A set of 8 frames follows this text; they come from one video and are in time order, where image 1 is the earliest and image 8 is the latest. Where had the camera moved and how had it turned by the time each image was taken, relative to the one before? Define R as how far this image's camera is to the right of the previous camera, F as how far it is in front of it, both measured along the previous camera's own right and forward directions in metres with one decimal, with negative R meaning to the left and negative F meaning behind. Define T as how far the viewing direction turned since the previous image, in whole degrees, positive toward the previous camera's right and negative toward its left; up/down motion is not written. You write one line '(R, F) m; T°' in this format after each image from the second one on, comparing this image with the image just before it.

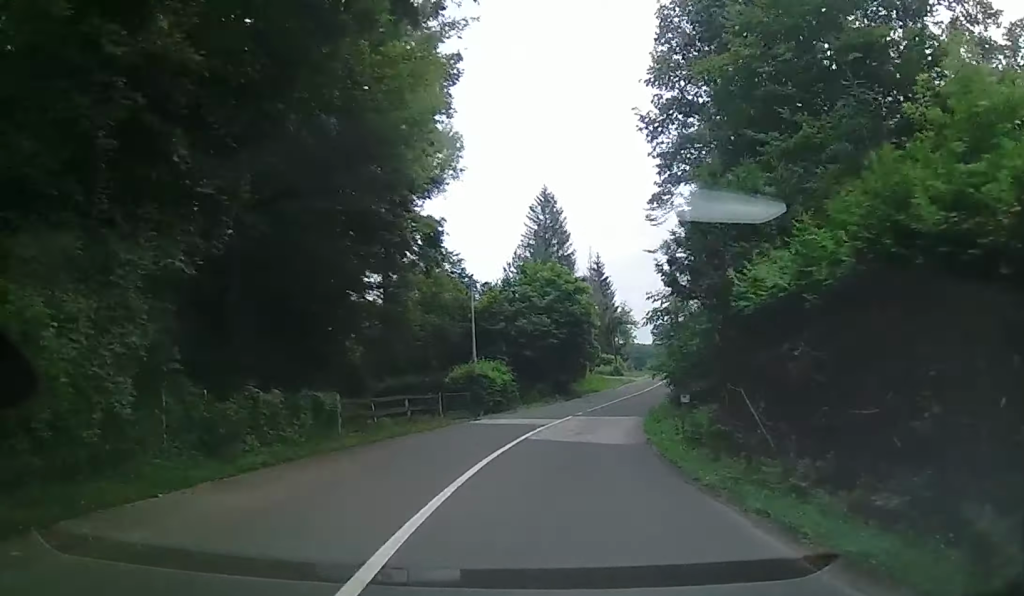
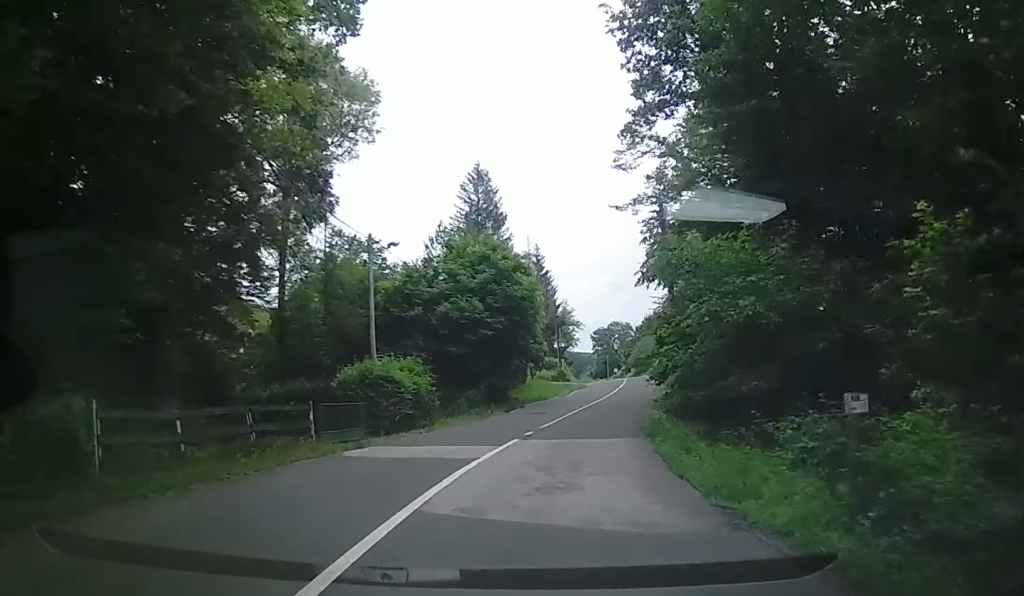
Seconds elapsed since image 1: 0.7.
(0.0, +11.1) m; +3°
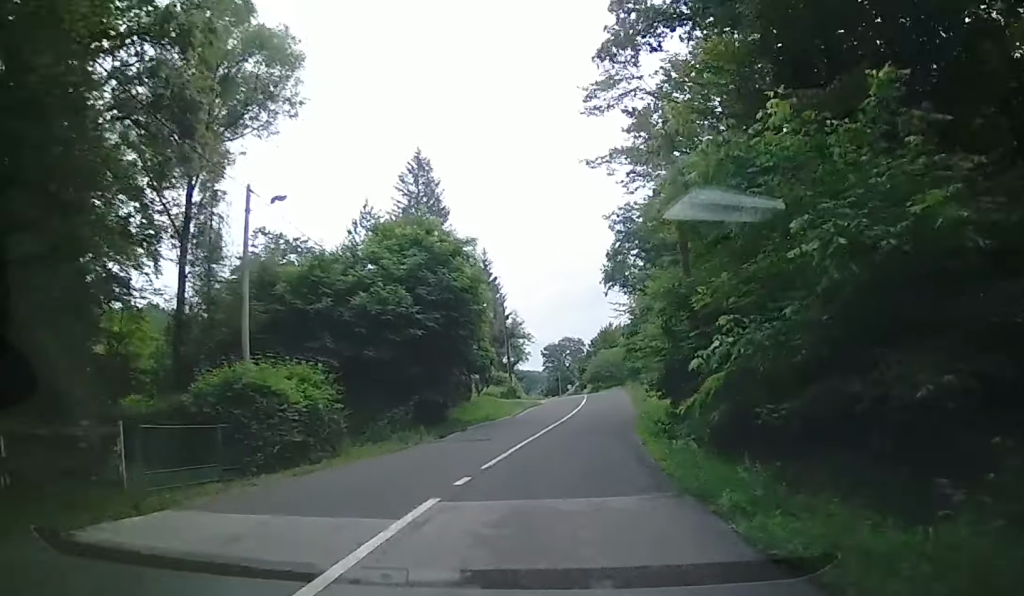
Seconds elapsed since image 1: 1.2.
(+0.3, +7.8) m; +3°
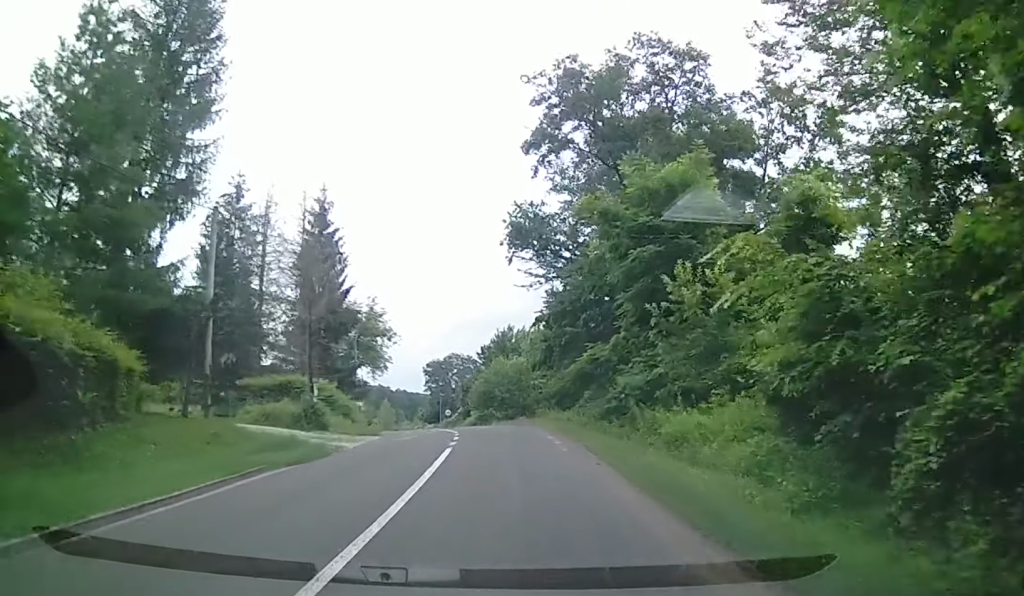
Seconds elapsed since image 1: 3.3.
(+3.1, +30.8) m; +8°
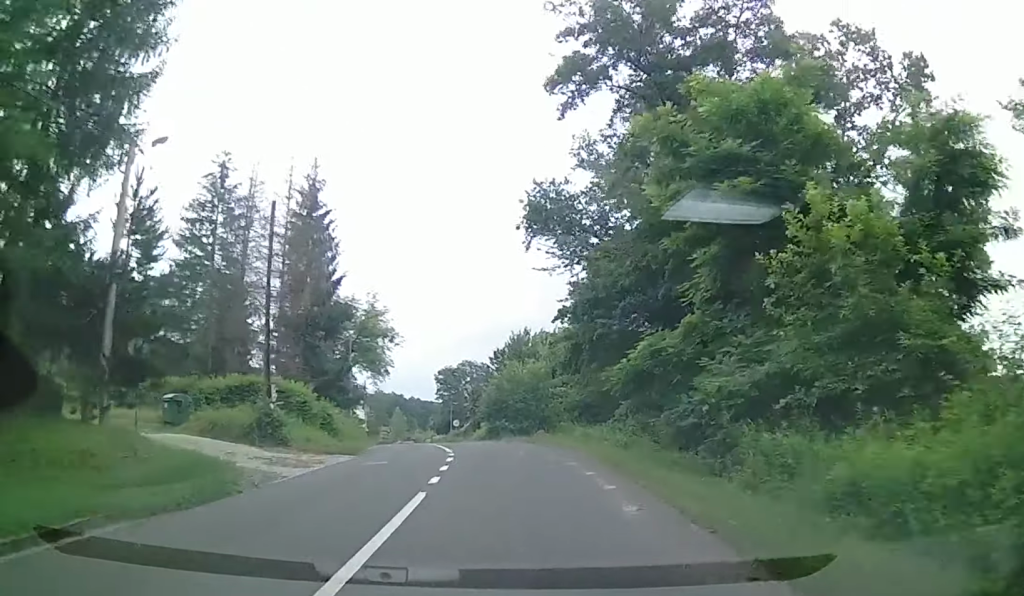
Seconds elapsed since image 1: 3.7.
(+0.4, +6.9) m; -1°
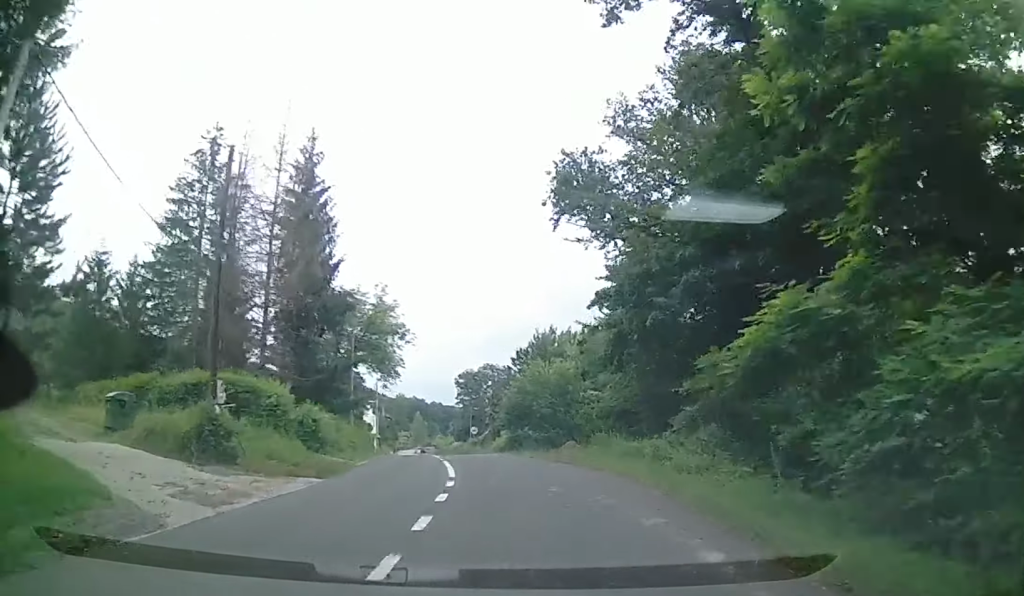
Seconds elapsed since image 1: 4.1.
(-0.1, +6.1) m; -2°
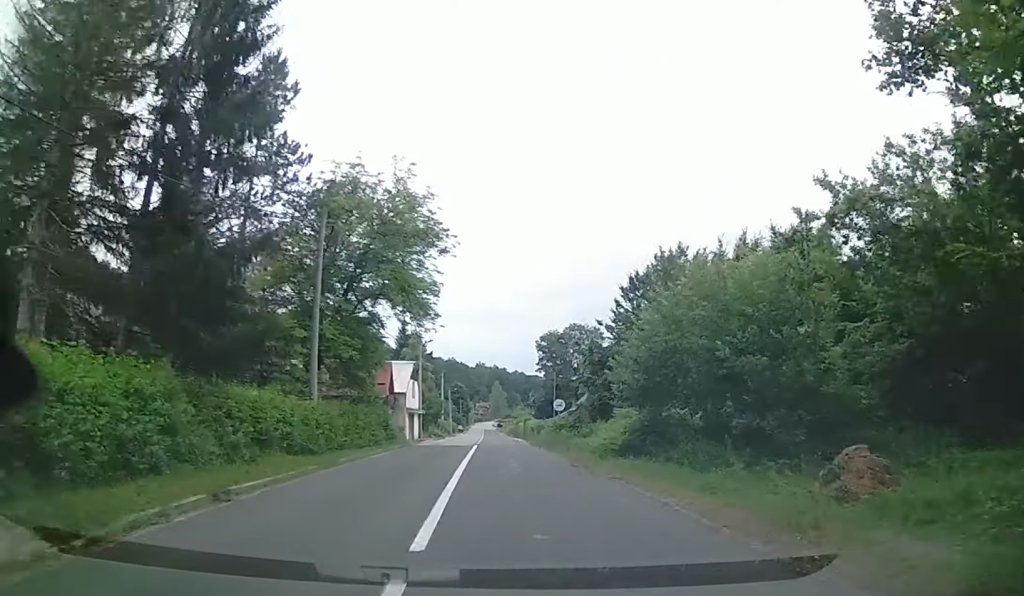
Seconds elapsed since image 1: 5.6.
(-1.7, +23.2) m; -5°
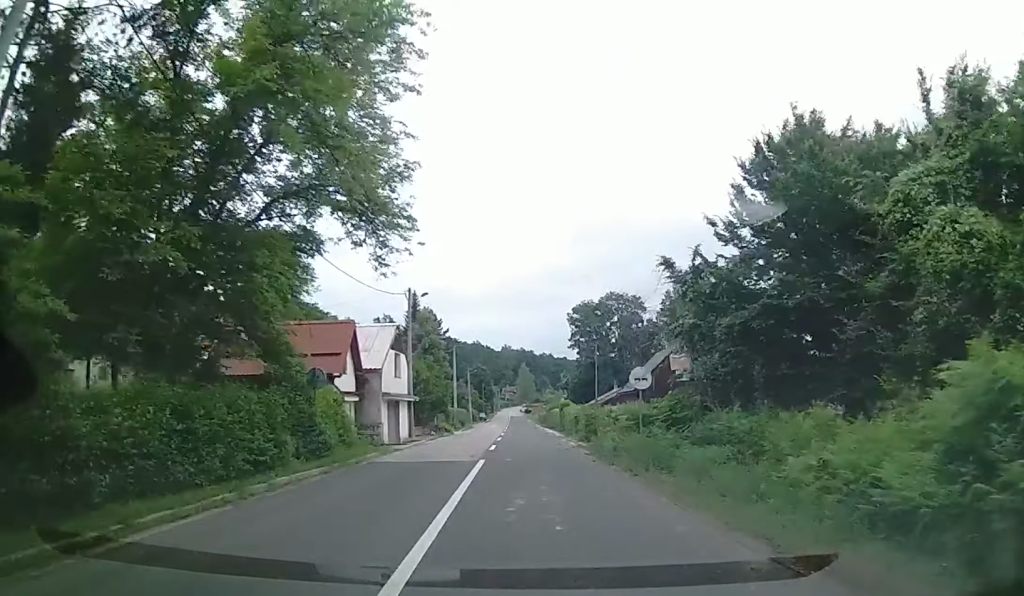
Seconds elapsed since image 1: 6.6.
(-0.1, +17.3) m; 0°
